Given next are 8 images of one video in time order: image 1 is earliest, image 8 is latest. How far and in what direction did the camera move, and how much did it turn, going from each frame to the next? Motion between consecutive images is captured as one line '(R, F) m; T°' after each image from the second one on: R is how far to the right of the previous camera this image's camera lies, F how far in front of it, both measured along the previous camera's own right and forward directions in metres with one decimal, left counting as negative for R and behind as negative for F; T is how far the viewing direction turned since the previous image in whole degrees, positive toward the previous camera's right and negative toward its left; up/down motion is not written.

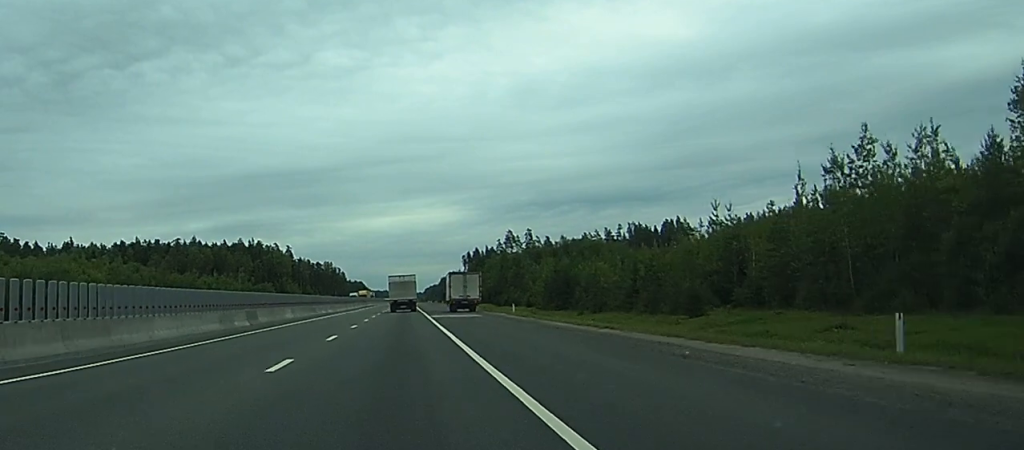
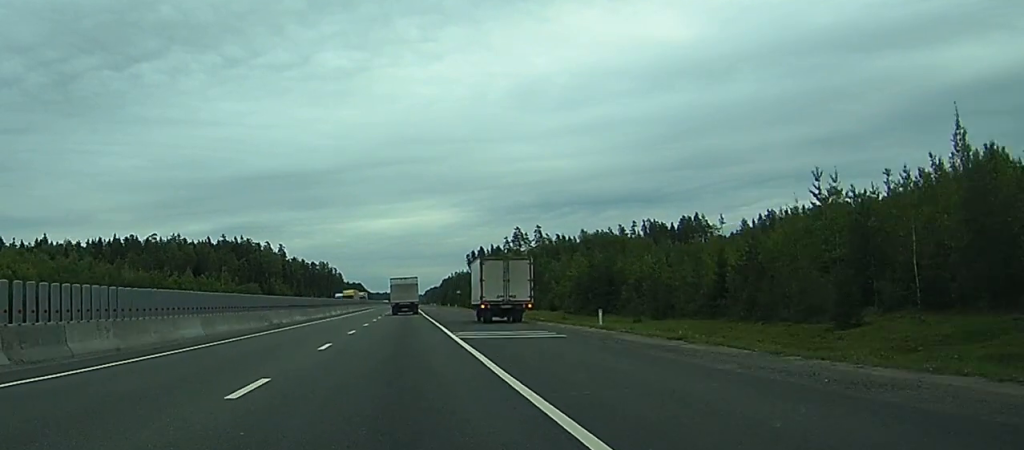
(0.0, +27.8) m; 0°
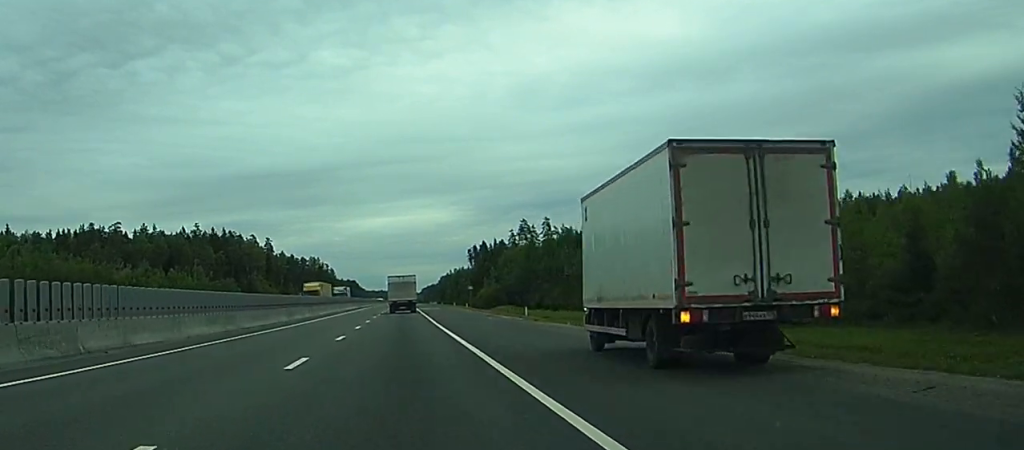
(0.0, +30.9) m; 0°
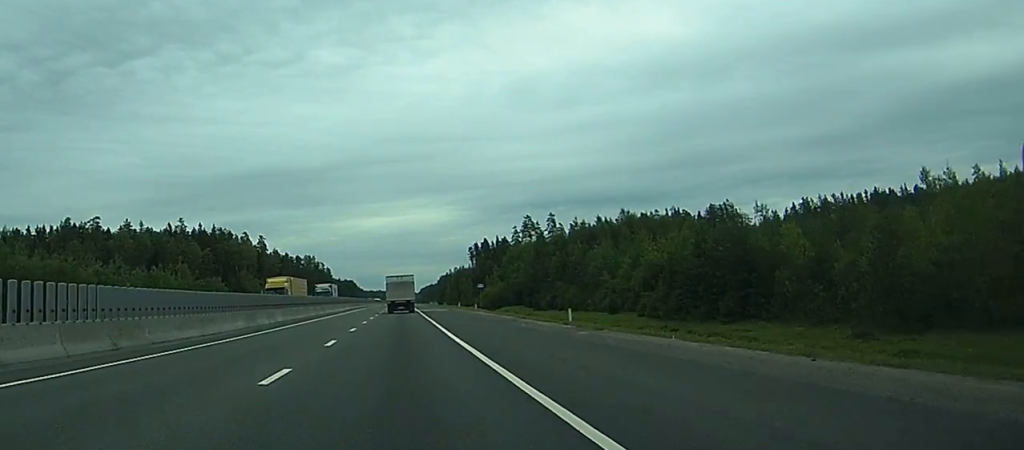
(0.0, +15.0) m; 0°
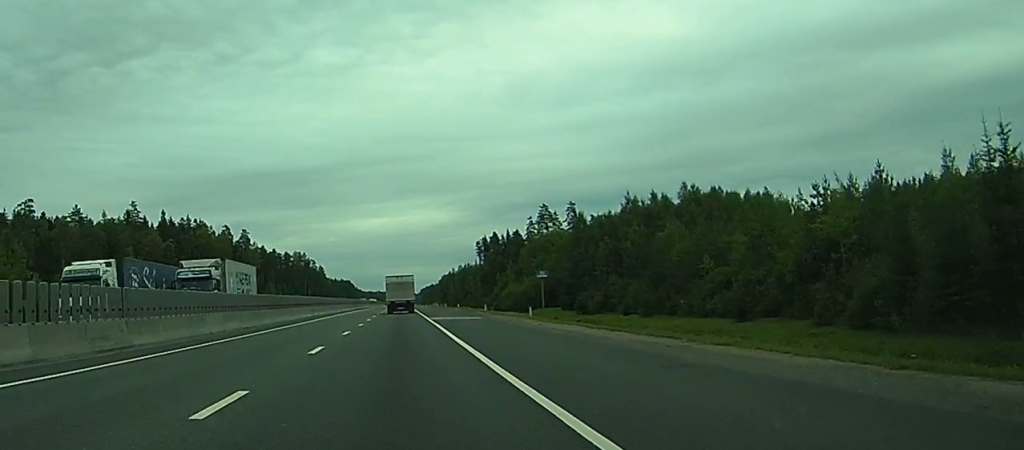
(+0.2, +39.8) m; 0°
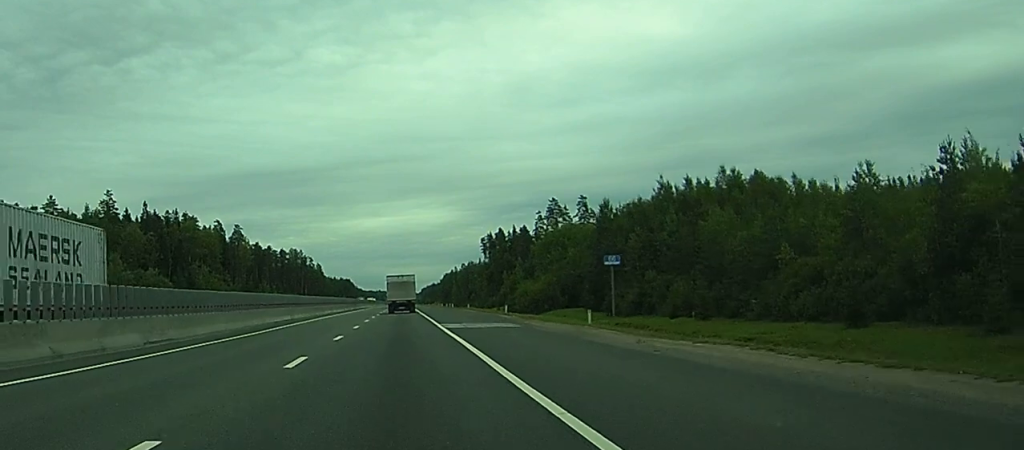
(0.0, +16.5) m; 0°
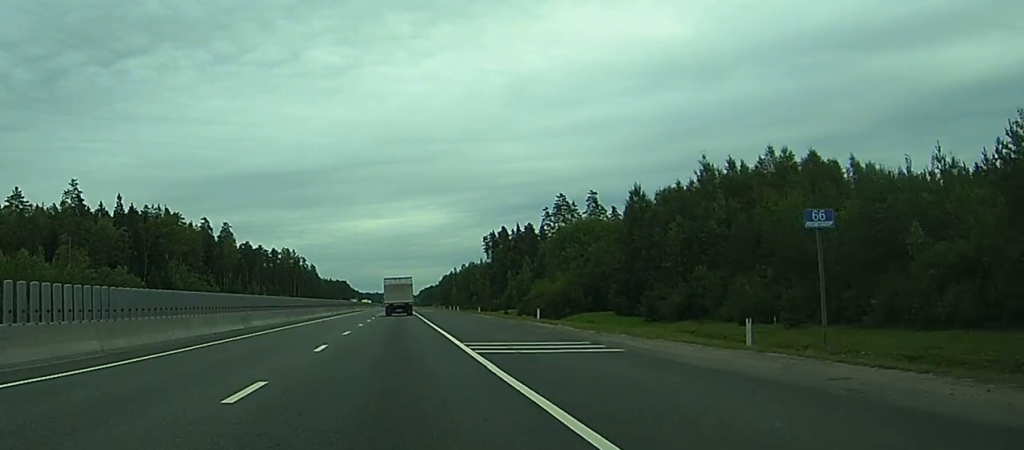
(0.0, +17.3) m; 0°
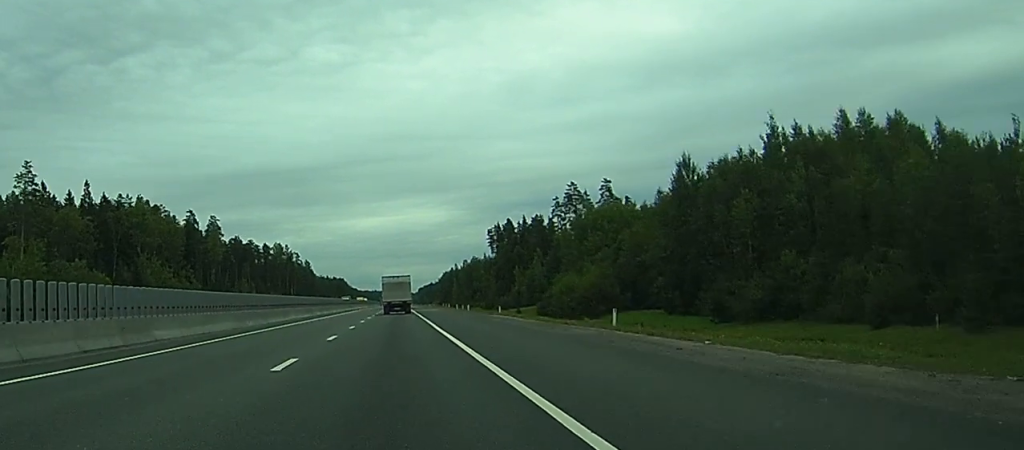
(+0.1, +18.8) m; 0°
